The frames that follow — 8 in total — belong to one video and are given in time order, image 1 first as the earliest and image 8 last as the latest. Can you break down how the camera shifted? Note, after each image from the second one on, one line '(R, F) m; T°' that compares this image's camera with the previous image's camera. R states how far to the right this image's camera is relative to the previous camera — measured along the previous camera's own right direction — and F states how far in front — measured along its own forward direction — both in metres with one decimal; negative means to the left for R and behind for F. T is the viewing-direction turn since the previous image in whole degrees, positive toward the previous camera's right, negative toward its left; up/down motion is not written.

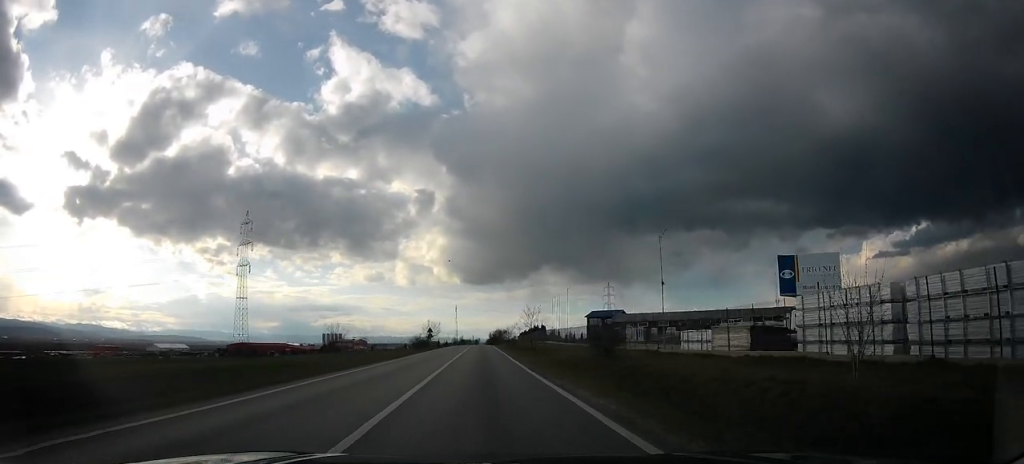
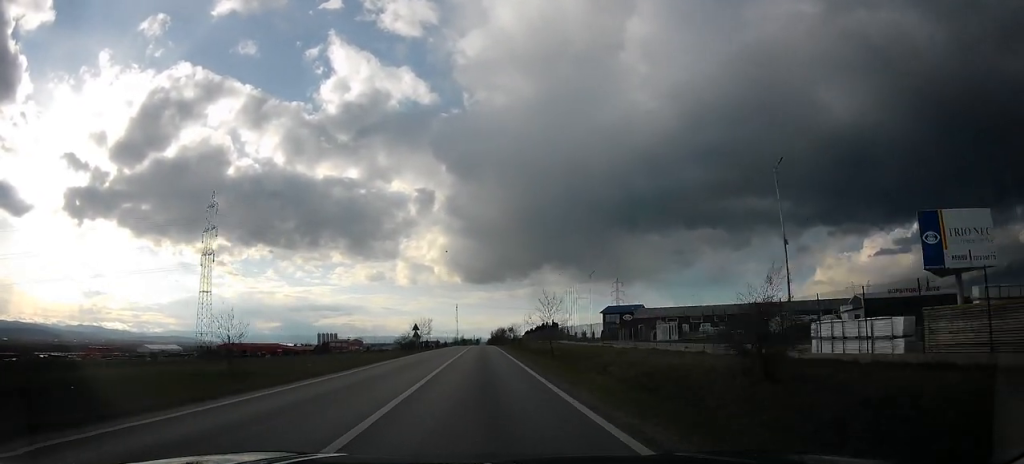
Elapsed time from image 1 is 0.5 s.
(+0.3, +14.3) m; 0°
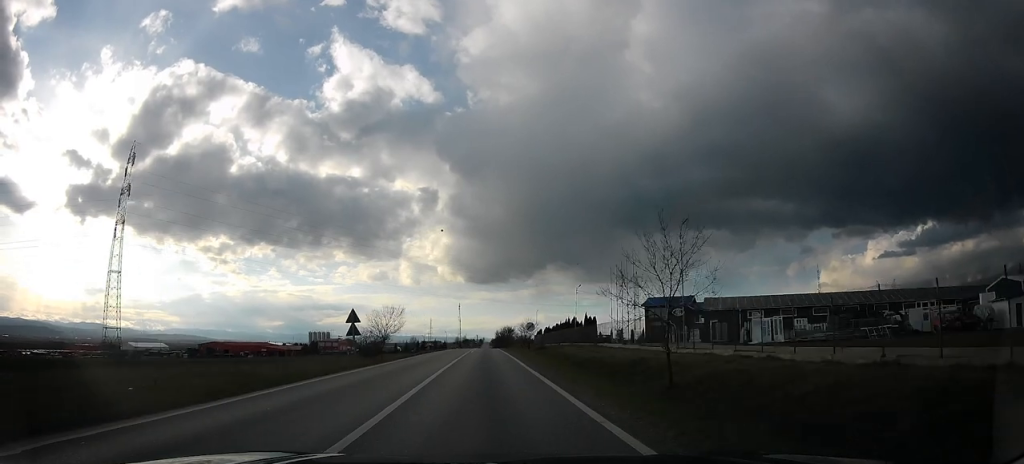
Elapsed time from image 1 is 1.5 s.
(+0.2, +25.3) m; -2°
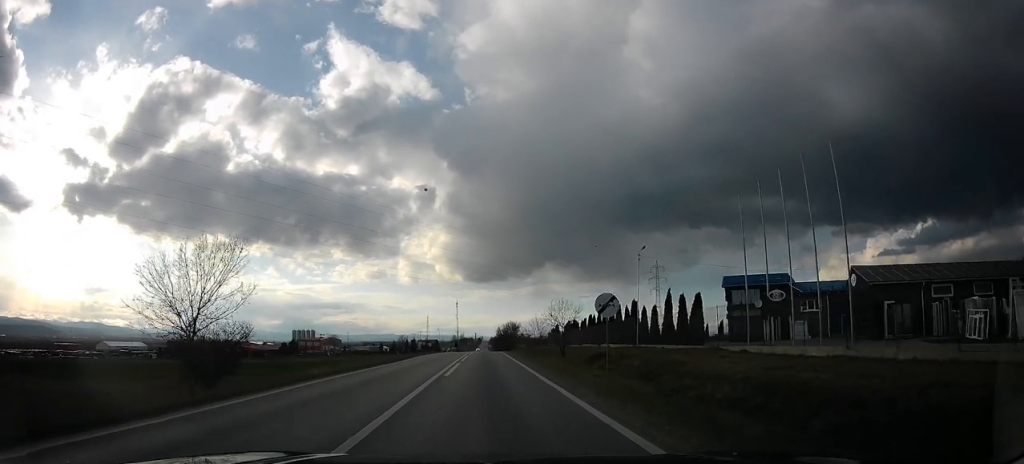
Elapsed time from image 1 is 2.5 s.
(-1.3, +28.2) m; -2°
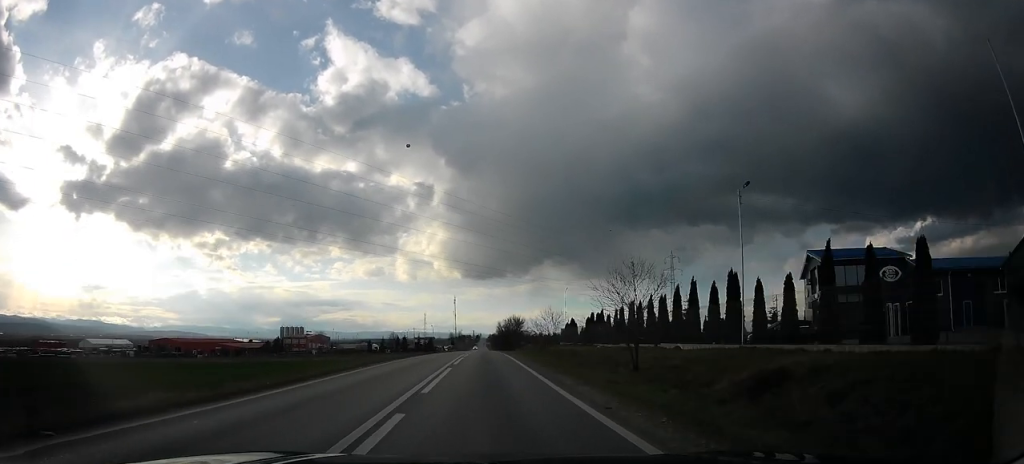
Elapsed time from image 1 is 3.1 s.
(-0.1, +17.3) m; +1°
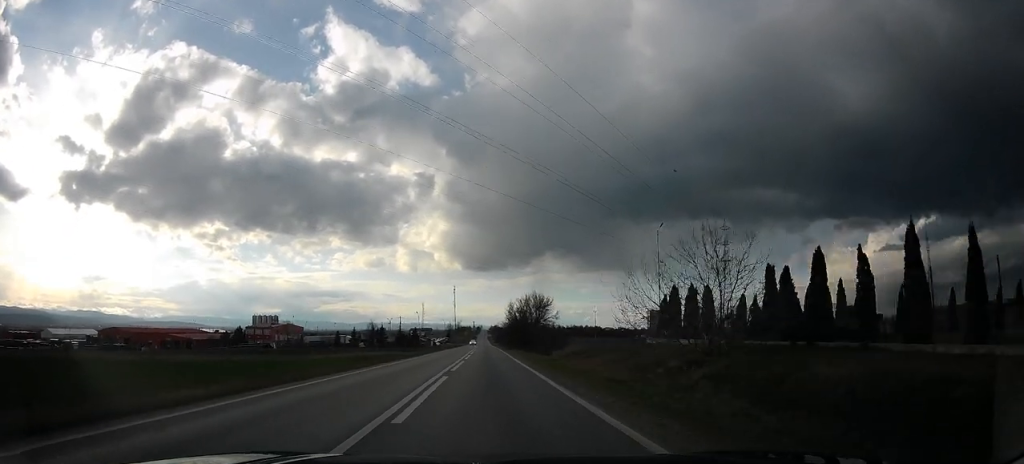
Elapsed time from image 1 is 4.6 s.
(+0.3, +39.5) m; 0°
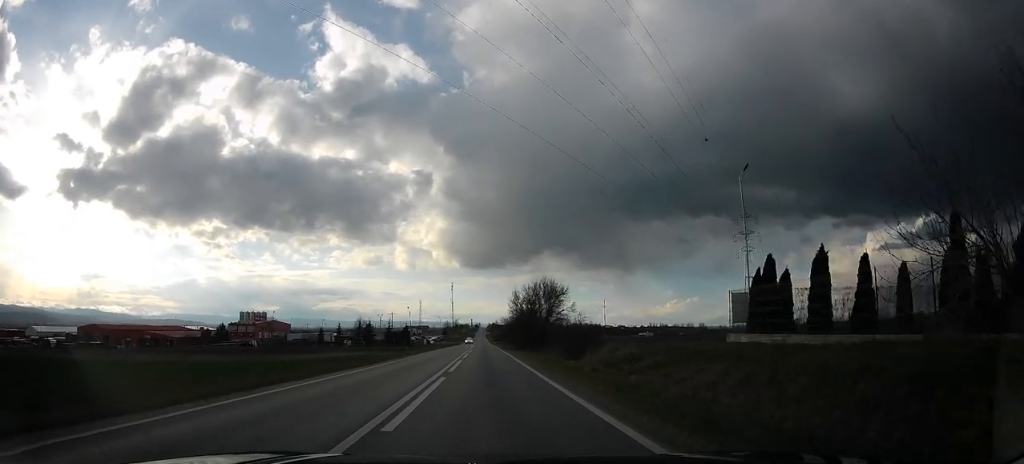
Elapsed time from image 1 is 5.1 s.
(-0.3, +12.6) m; 0°
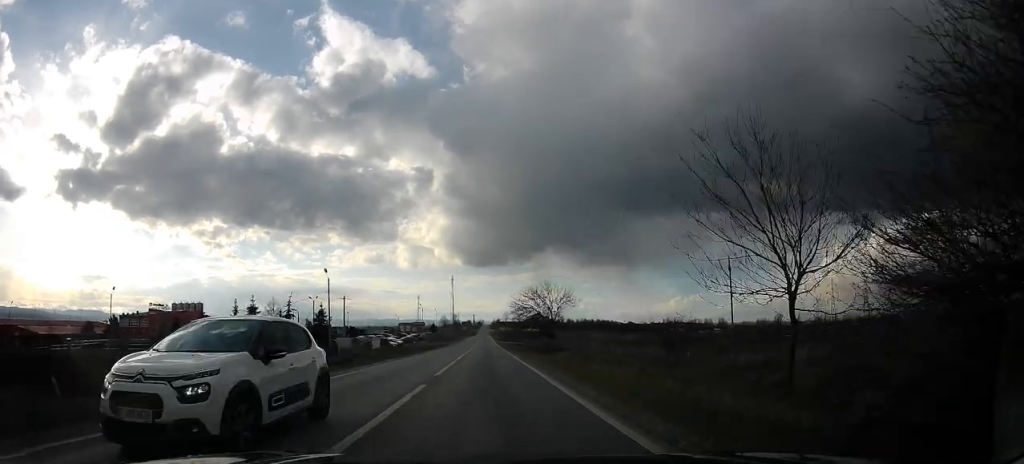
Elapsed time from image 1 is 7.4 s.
(+1.6, +62.0) m; +3°
